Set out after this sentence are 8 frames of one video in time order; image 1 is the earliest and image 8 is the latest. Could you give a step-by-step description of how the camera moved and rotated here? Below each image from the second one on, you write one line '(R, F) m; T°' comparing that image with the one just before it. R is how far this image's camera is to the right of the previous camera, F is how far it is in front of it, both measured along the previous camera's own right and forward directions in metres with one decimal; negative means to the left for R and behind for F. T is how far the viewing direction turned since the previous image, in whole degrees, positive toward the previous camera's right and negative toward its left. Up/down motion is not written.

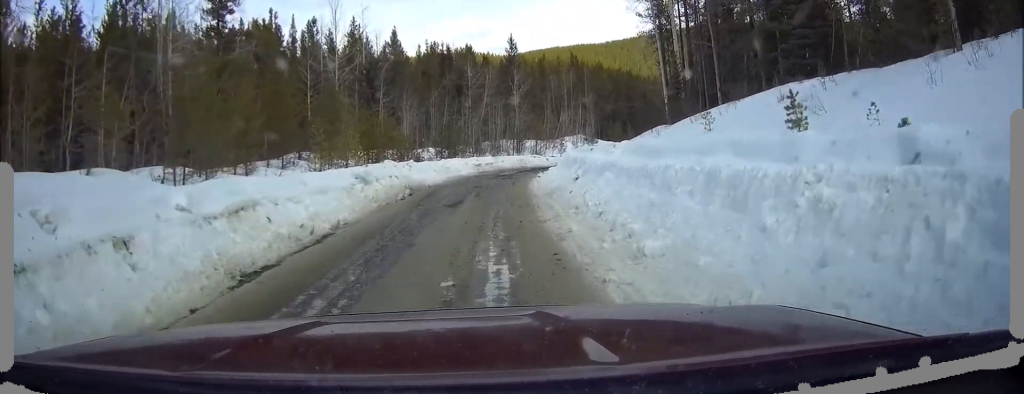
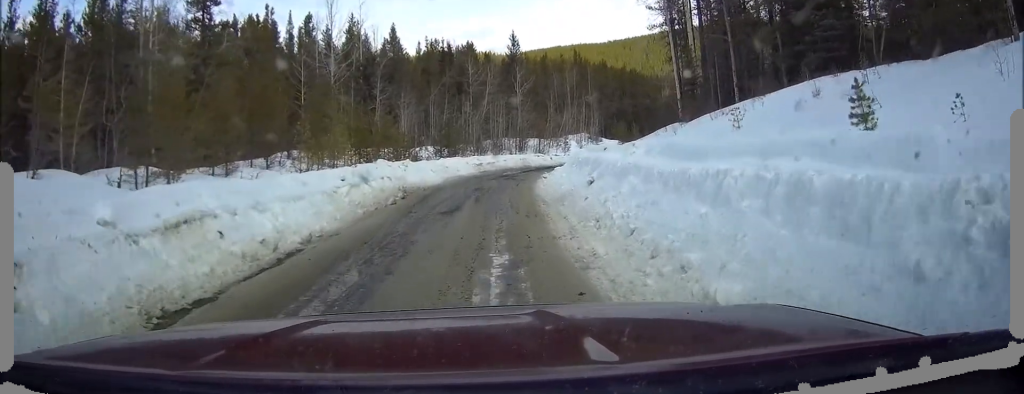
(+0.1, +2.4) m; -1°
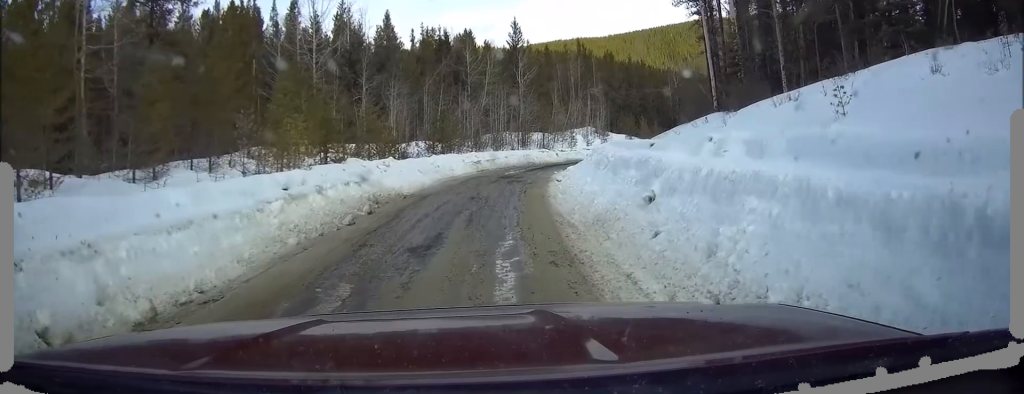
(-0.3, +5.9) m; -1°
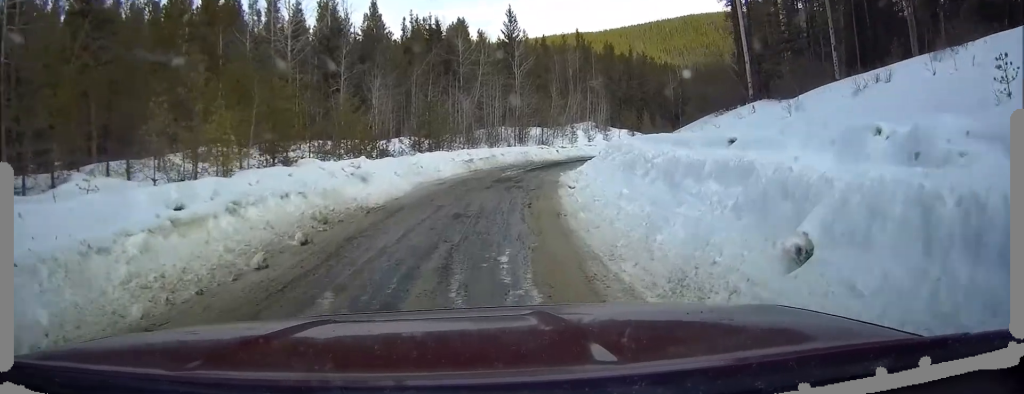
(+0.2, +5.1) m; +3°
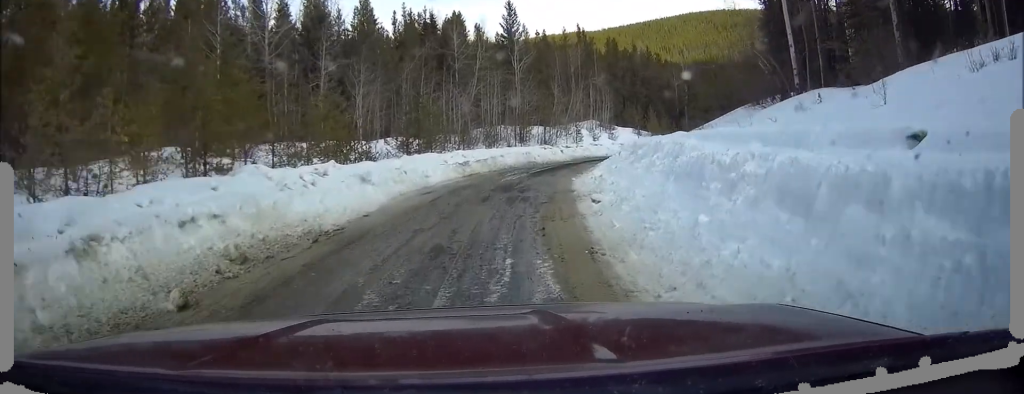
(+0.1, +4.4) m; +1°
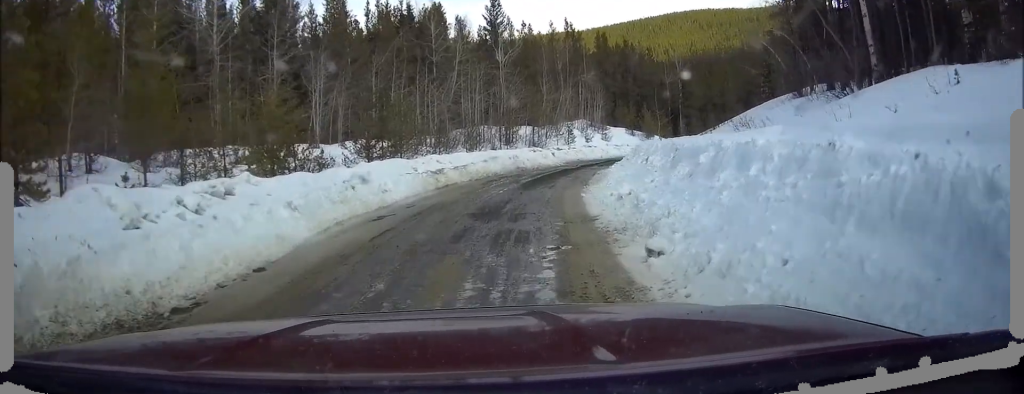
(-0.1, +6.1) m; -1°
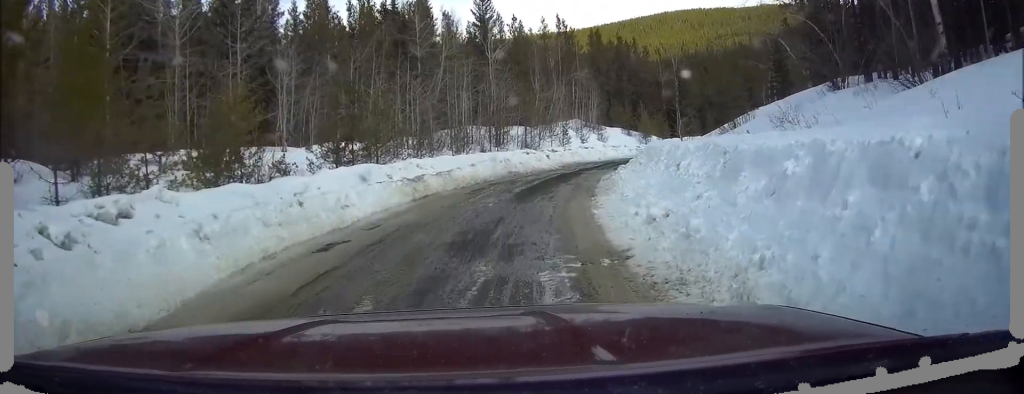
(0.0, +3.7) m; -1°
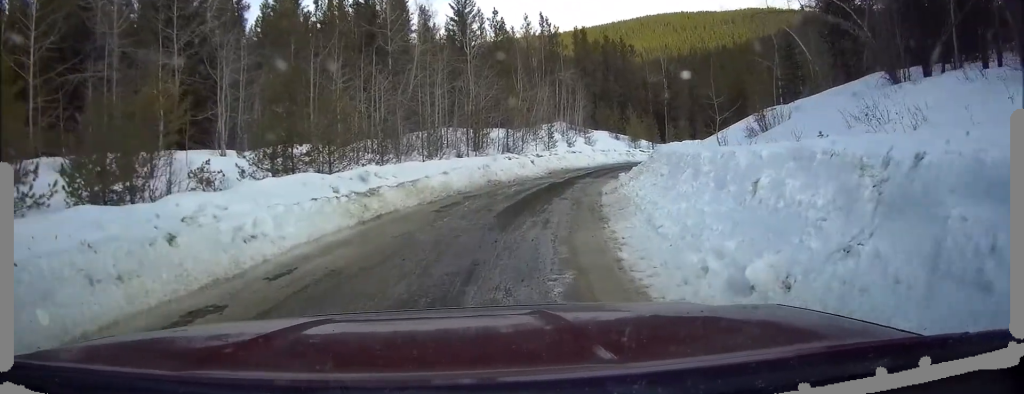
(0.0, +4.8) m; -2°
